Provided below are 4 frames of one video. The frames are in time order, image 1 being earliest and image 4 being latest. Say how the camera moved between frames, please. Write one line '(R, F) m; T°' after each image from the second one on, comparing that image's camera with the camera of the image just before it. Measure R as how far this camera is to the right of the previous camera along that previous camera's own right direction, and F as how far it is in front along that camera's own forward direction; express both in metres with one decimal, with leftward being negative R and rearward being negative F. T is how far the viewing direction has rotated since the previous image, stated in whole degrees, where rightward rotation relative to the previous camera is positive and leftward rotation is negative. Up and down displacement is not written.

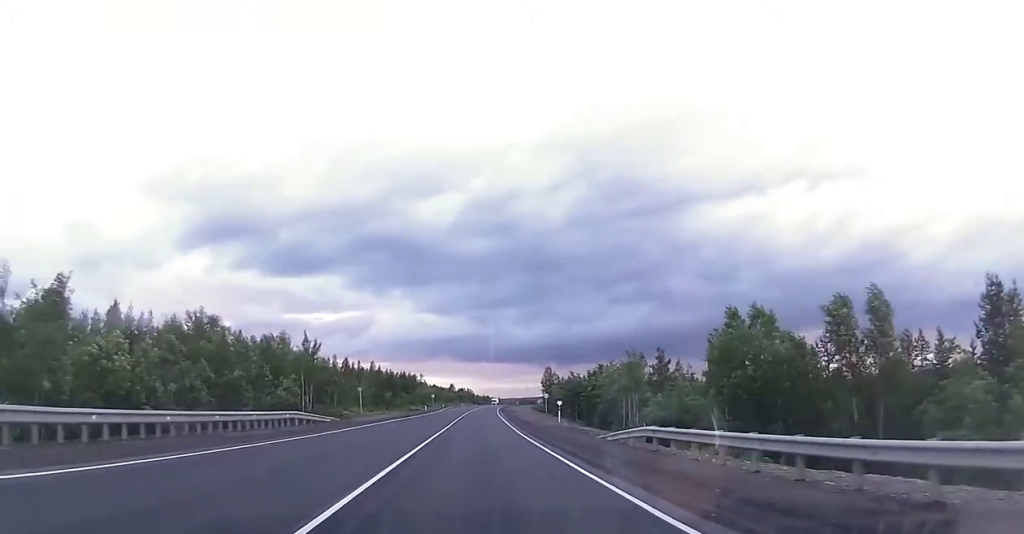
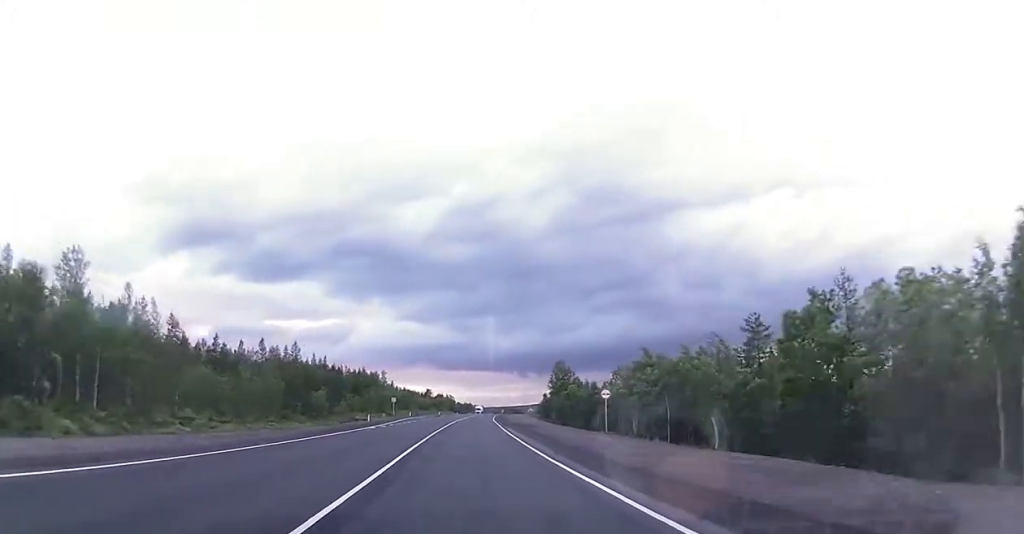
(+0.1, +52.3) m; +2°
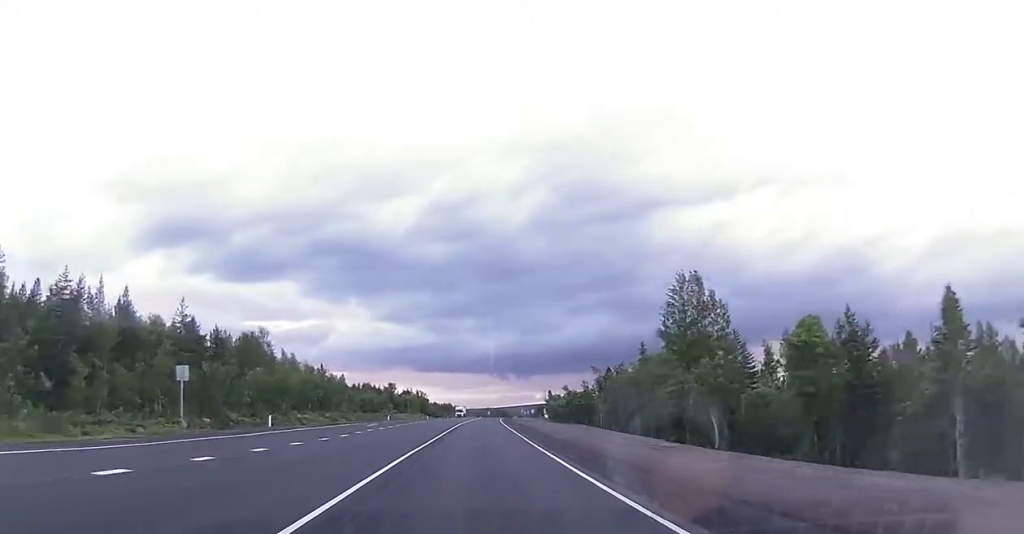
(+3.6, +79.7) m; +3°
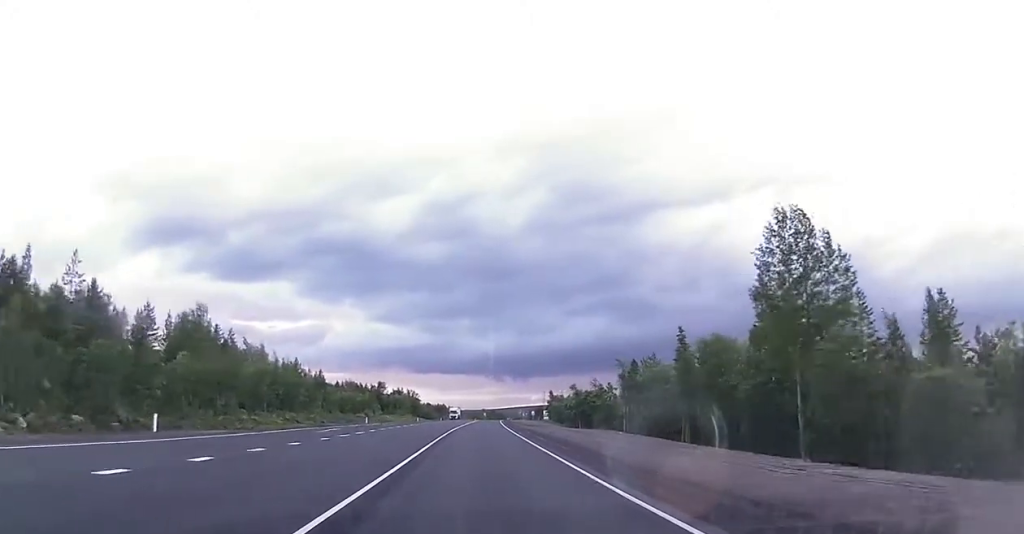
(0.0, +15.9) m; 0°
